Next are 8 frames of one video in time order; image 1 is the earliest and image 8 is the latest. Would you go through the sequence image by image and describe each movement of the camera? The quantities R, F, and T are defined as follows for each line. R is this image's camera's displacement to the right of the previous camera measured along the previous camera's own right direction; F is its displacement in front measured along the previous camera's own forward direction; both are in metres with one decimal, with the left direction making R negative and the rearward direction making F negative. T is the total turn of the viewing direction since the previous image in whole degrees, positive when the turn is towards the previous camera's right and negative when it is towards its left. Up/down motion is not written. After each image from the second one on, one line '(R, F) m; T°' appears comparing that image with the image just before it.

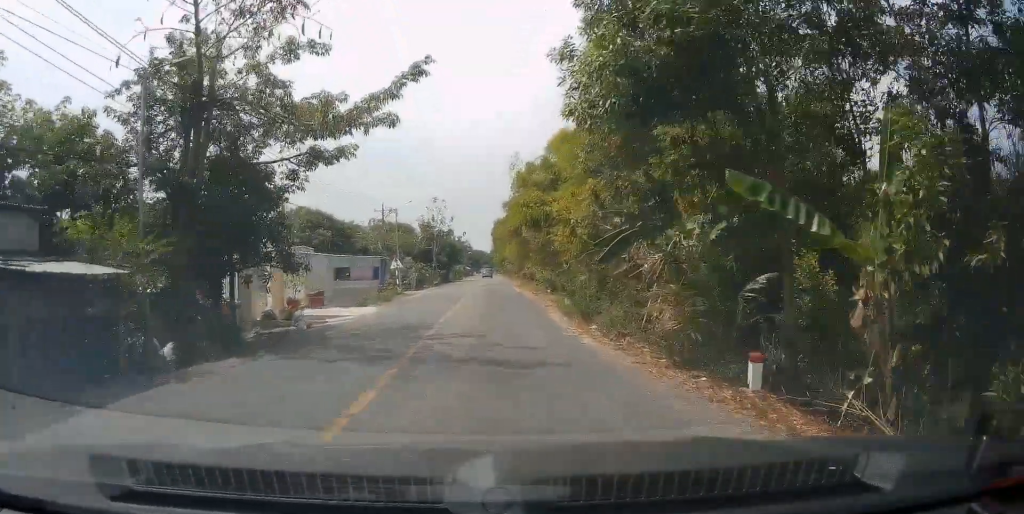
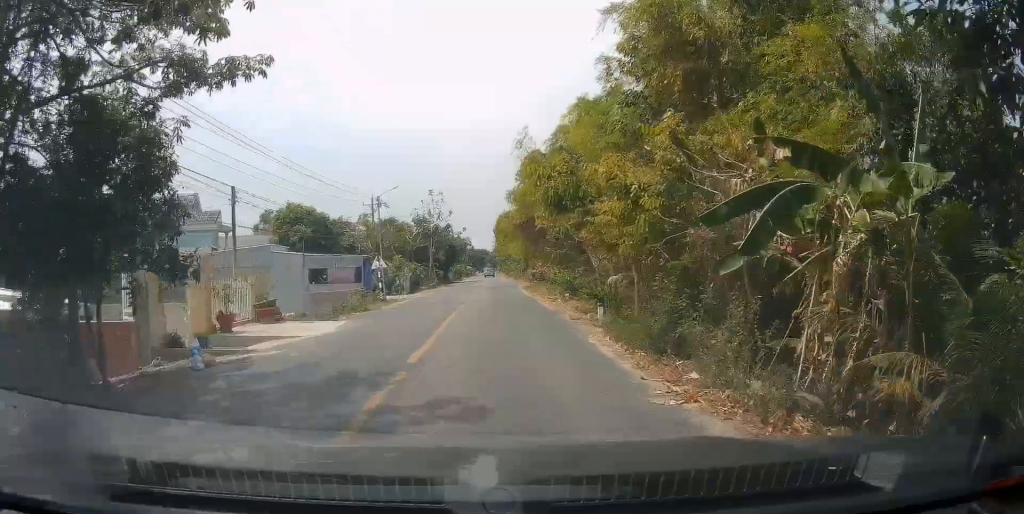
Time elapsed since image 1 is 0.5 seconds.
(-0.3, +7.4) m; 0°
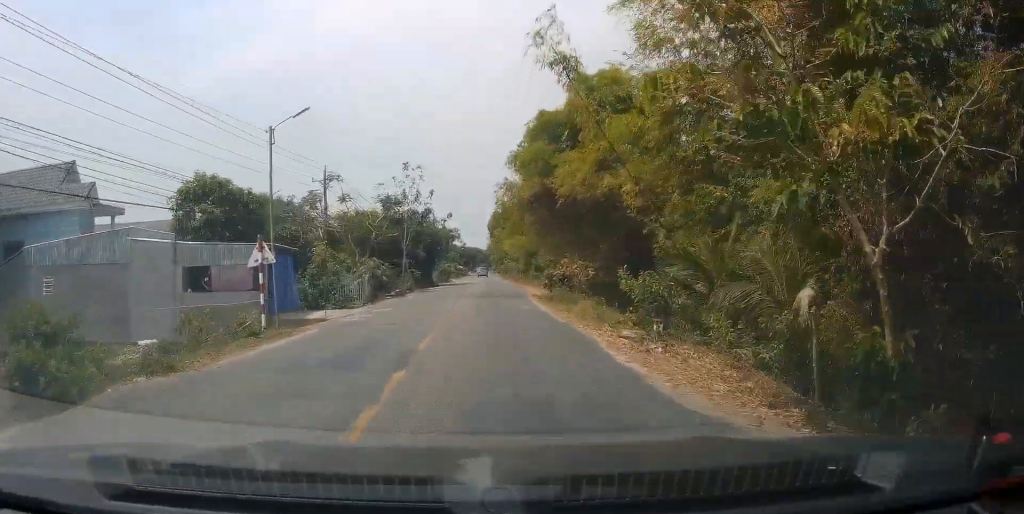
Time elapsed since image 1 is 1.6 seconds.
(0.0, +16.7) m; 0°
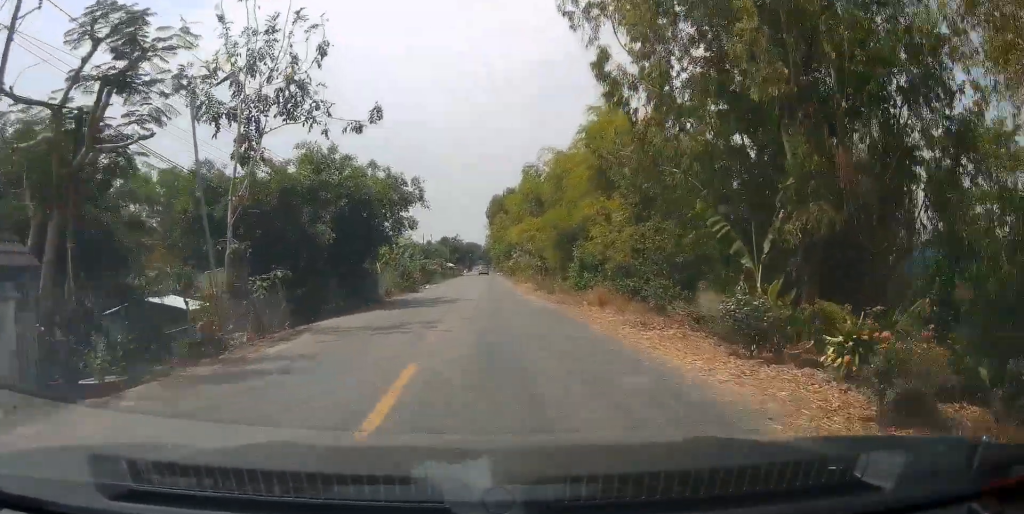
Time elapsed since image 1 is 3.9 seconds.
(-1.0, +34.4) m; 0°
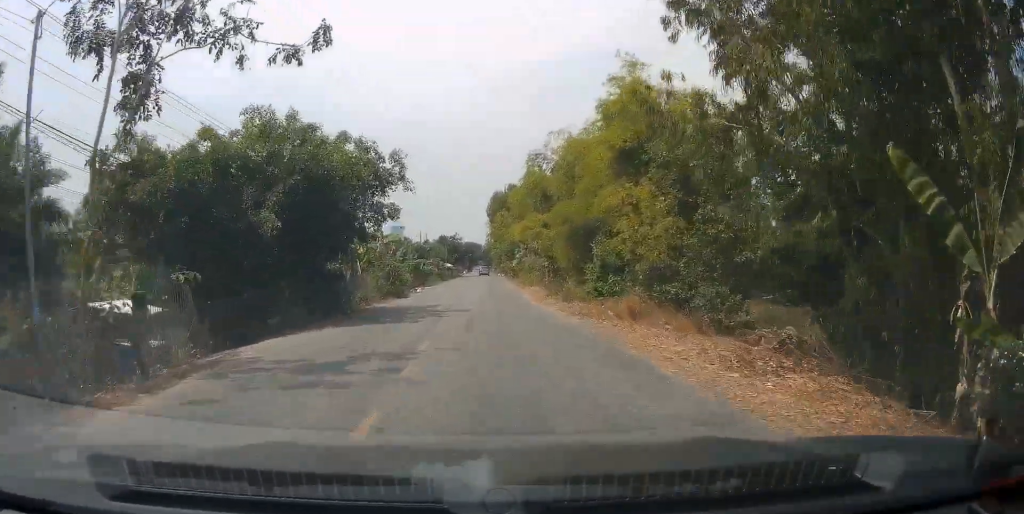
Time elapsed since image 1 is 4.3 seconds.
(+0.1, +6.4) m; +1°
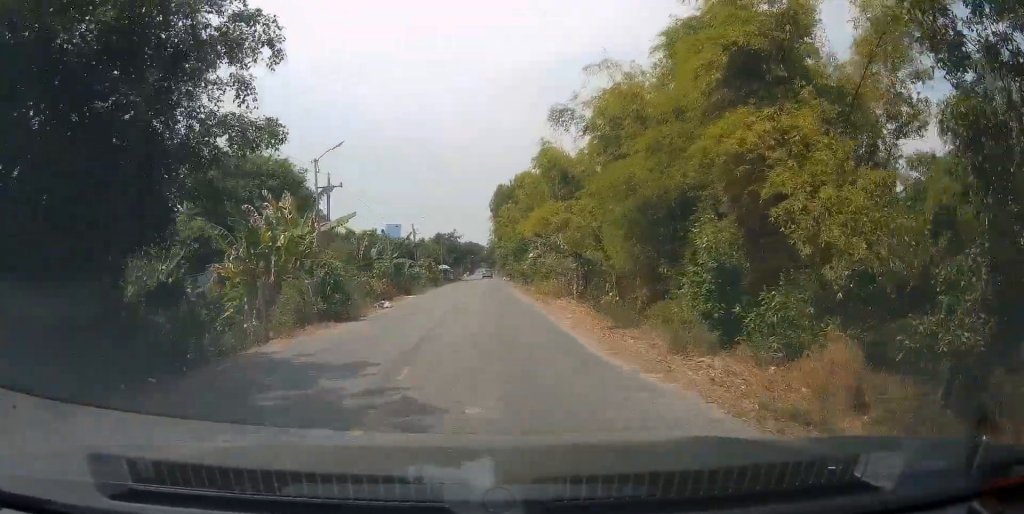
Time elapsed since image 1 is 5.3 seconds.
(+0.6, +14.8) m; +2°
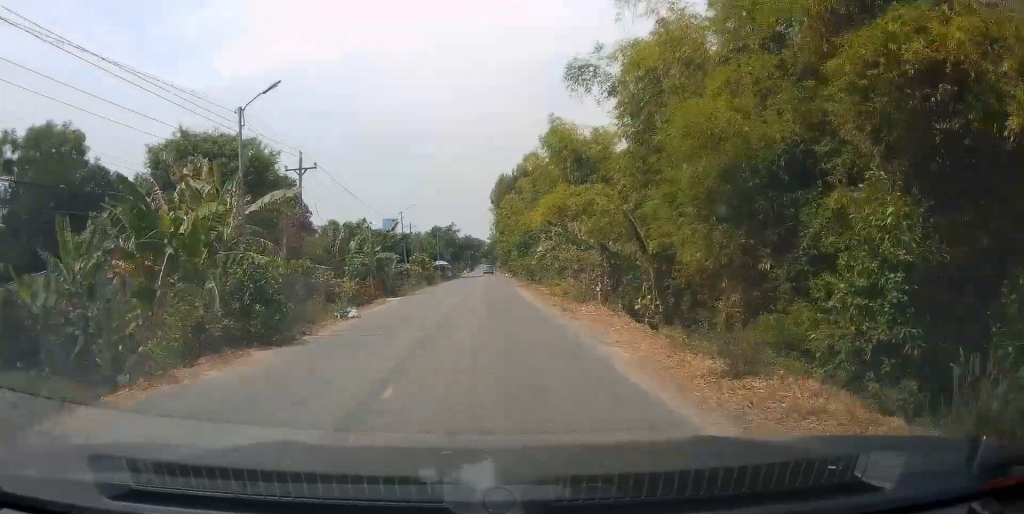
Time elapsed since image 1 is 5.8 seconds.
(+0.1, +7.4) m; -1°
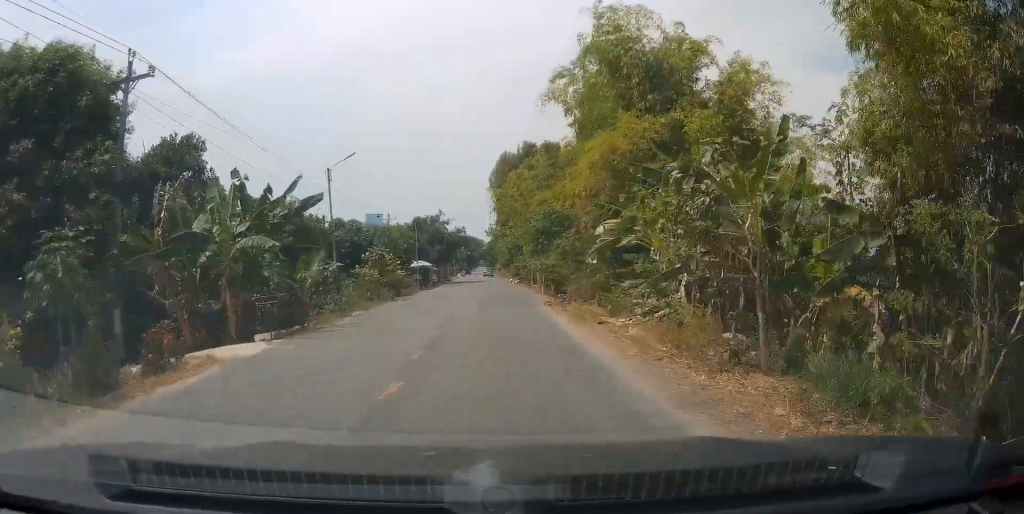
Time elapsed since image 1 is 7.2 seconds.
(-0.4, +20.4) m; 0°
